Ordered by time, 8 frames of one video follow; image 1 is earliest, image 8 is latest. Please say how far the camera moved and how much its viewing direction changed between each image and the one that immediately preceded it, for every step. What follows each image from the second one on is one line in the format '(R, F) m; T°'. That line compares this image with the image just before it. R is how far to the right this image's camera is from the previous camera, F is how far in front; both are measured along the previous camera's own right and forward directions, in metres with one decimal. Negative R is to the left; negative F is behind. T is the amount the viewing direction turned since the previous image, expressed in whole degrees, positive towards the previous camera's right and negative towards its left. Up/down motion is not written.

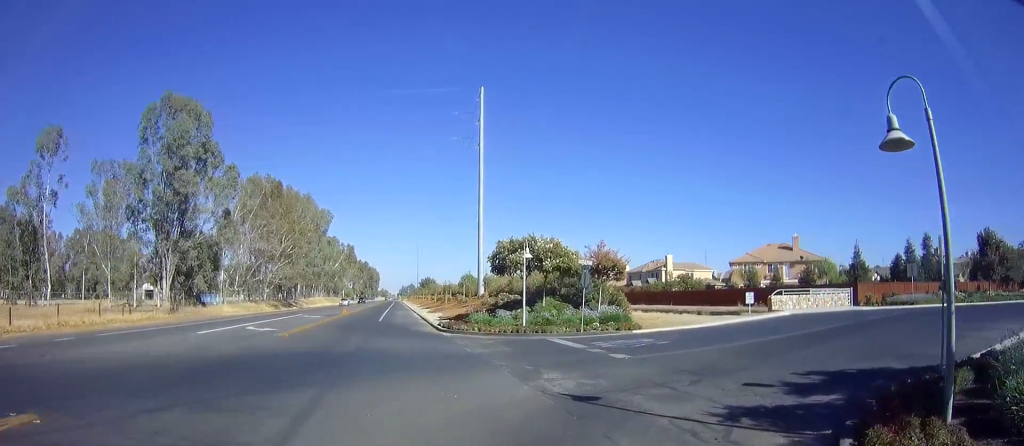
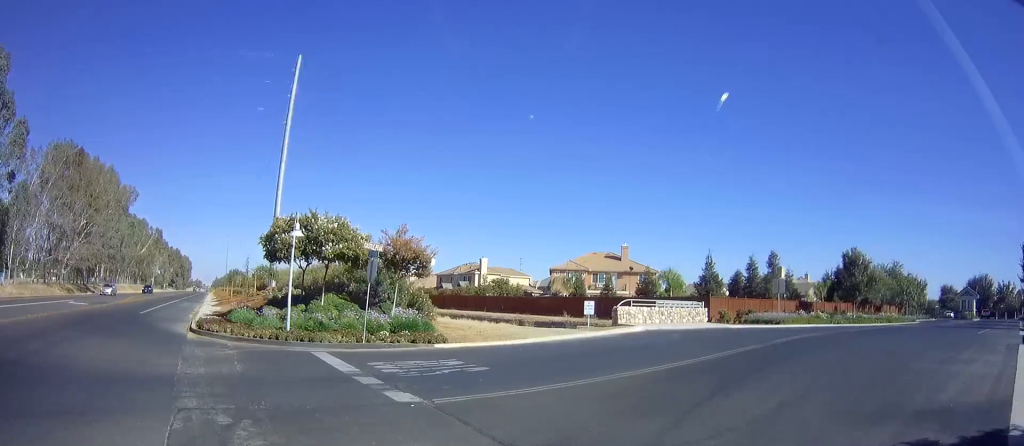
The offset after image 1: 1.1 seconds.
(+1.1, +6.5) m; +18°
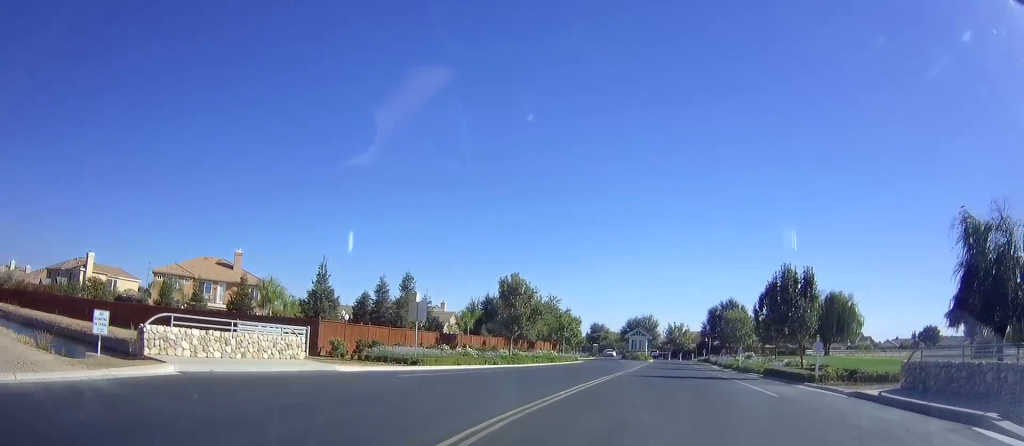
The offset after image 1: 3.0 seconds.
(+3.7, +9.4) m; +37°
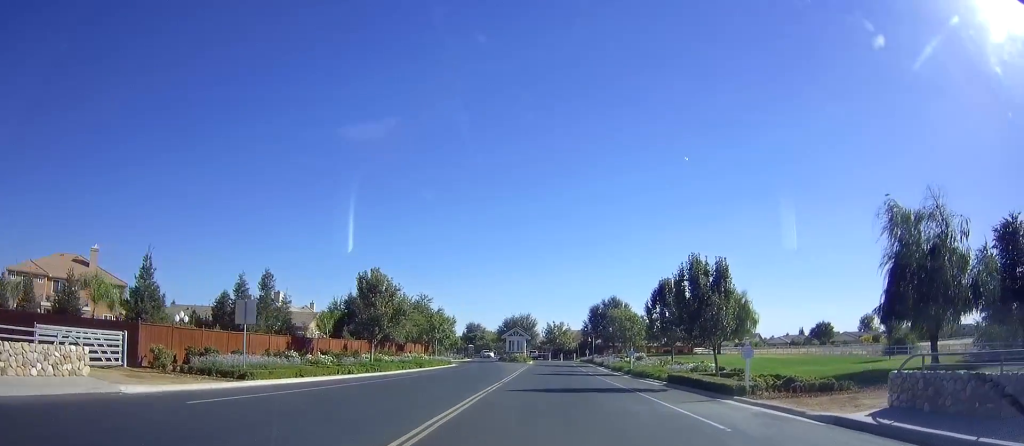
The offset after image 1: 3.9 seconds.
(+0.2, +4.9) m; +8°
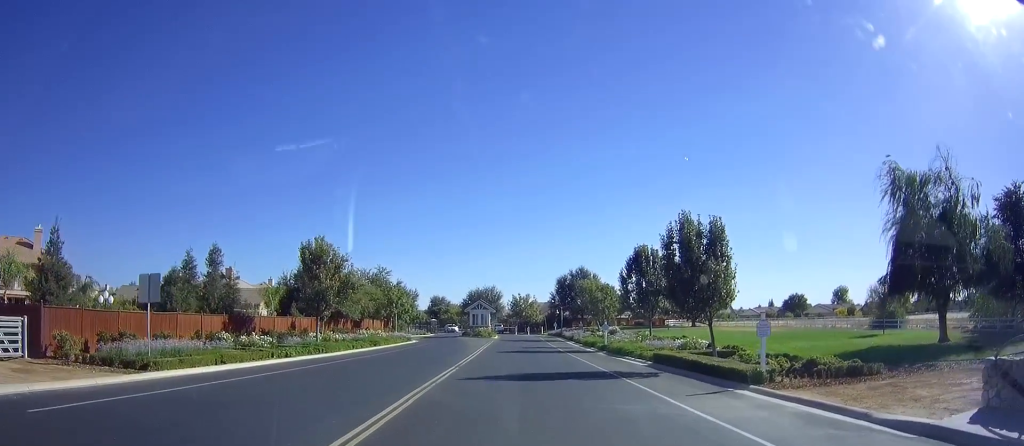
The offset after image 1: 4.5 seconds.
(+0.2, +3.7) m; +7°
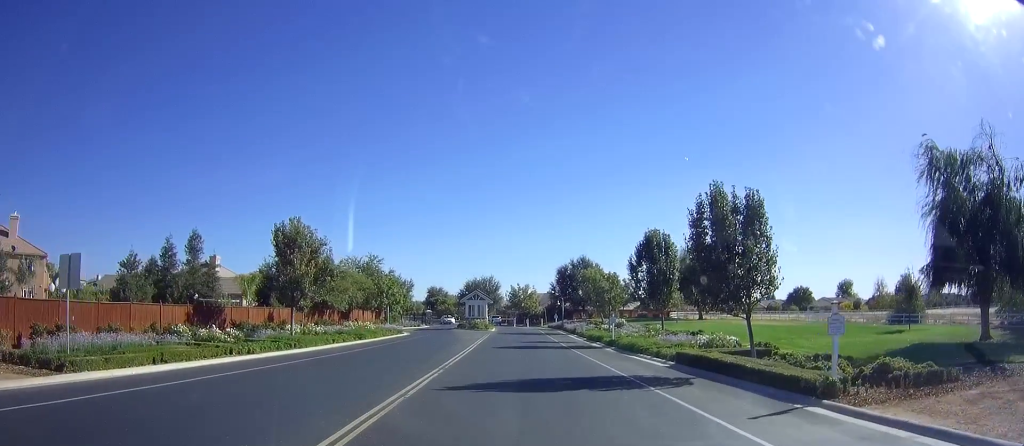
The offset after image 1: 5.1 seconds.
(+0.1, +3.5) m; +7°
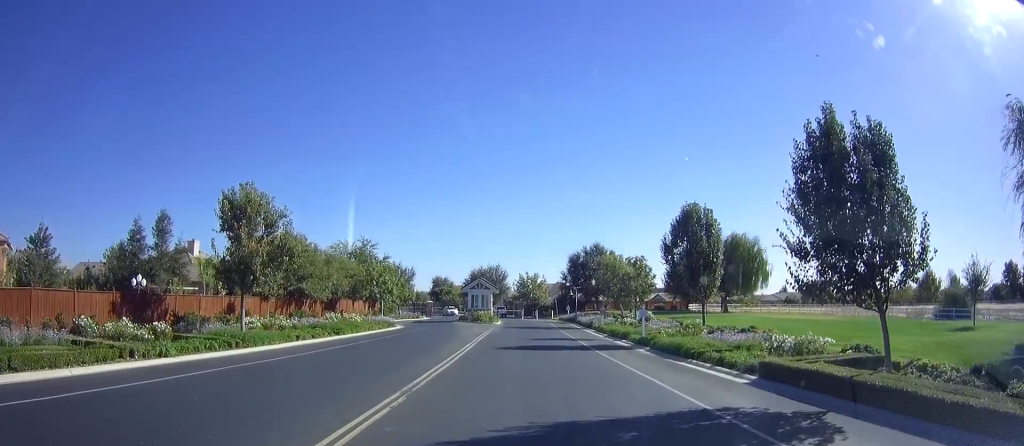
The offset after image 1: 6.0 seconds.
(+0.6, +6.6) m; 0°
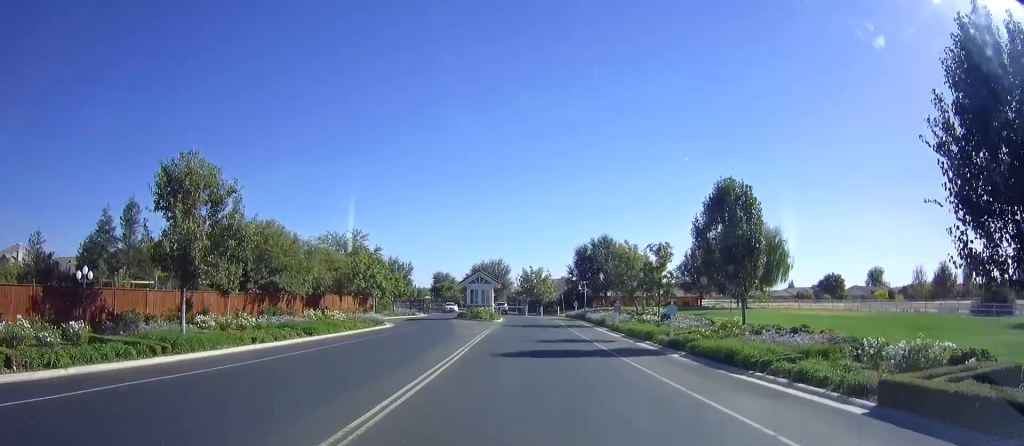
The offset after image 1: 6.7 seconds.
(-0.4, +4.9) m; -7°
